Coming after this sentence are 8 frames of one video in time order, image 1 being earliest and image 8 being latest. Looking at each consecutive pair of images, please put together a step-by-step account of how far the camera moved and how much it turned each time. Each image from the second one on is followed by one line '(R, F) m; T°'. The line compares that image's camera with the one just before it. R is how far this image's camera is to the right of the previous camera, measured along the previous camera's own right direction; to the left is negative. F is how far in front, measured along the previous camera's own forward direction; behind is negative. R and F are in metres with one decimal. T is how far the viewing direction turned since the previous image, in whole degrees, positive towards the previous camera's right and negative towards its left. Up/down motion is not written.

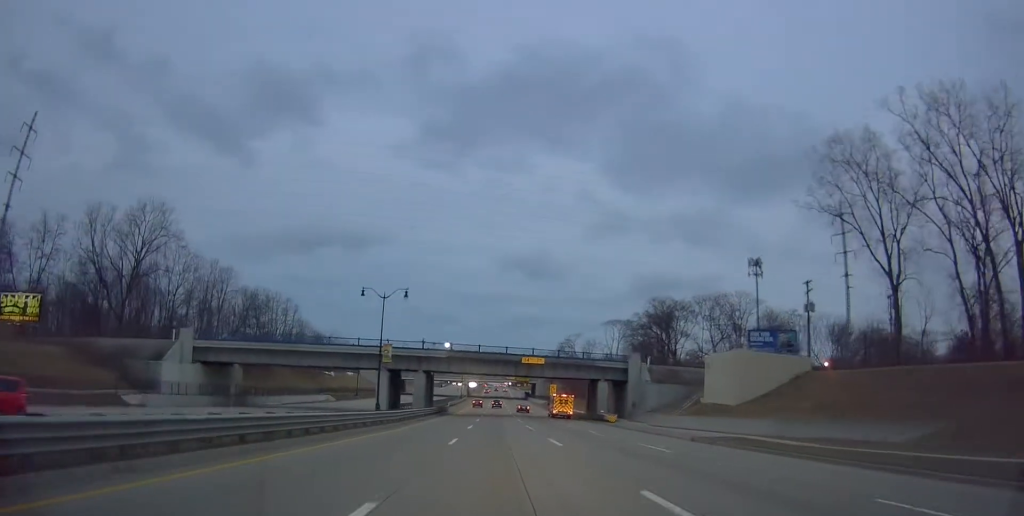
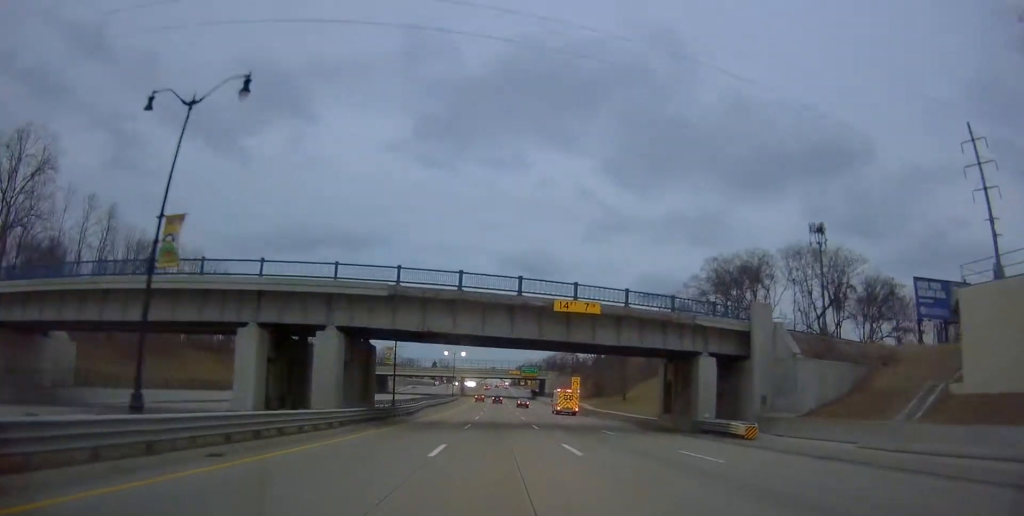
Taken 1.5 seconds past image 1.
(-0.8, +35.5) m; 0°
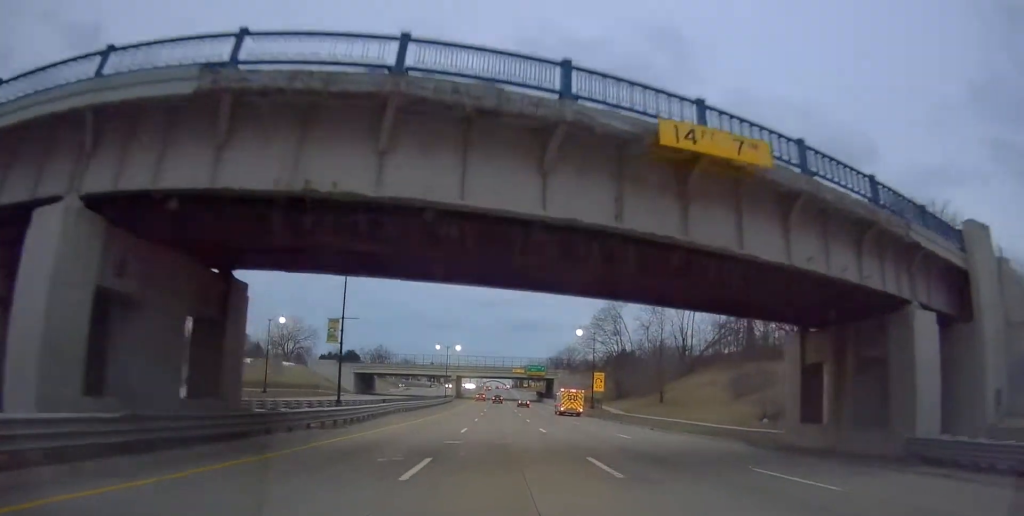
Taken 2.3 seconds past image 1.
(+0.6, +20.2) m; +2°
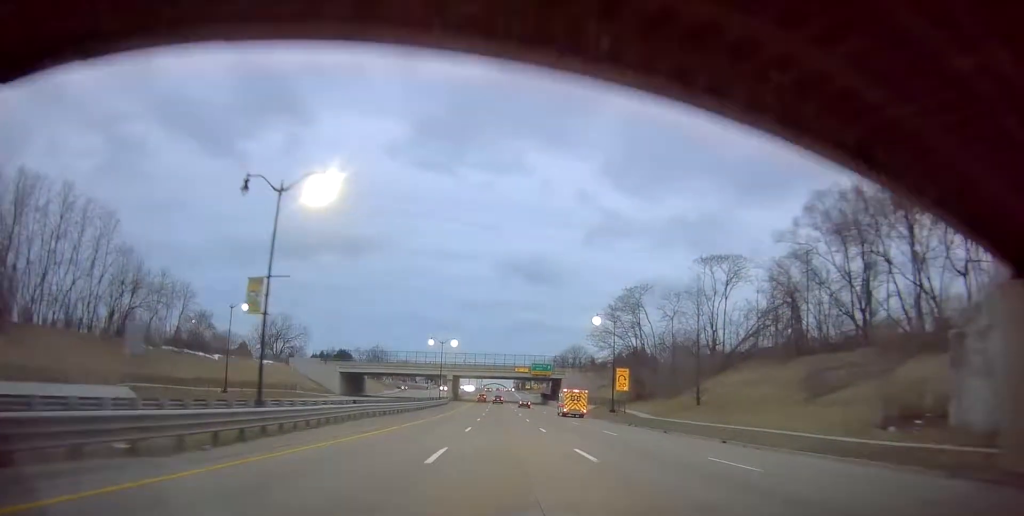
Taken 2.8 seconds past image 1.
(0.0, +12.9) m; 0°
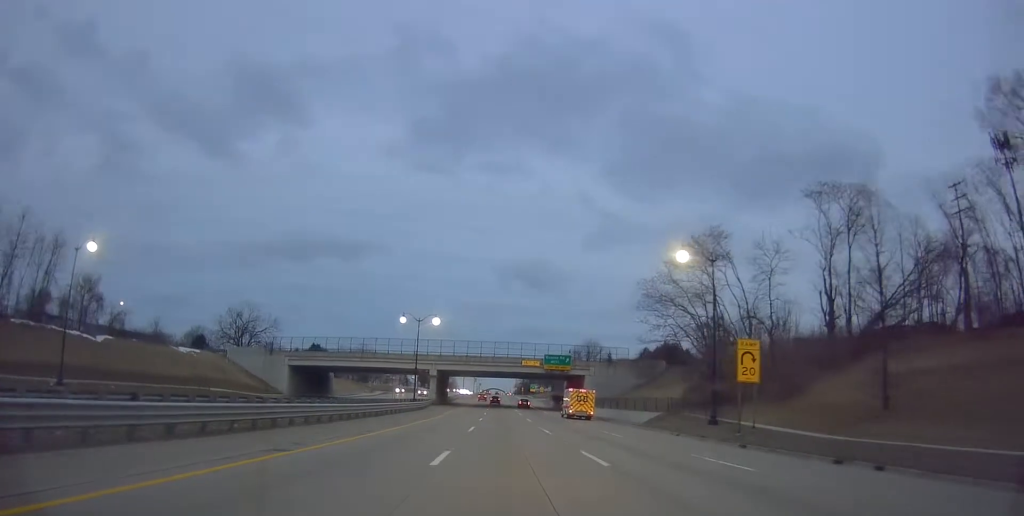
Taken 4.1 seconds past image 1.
(0.0, +29.8) m; -1°
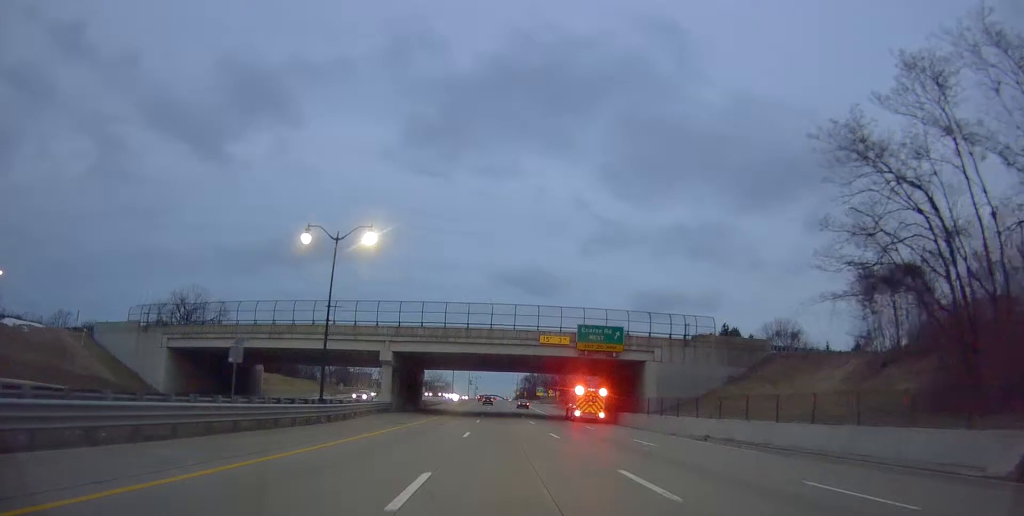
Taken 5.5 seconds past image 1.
(-0.3, +35.4) m; 0°
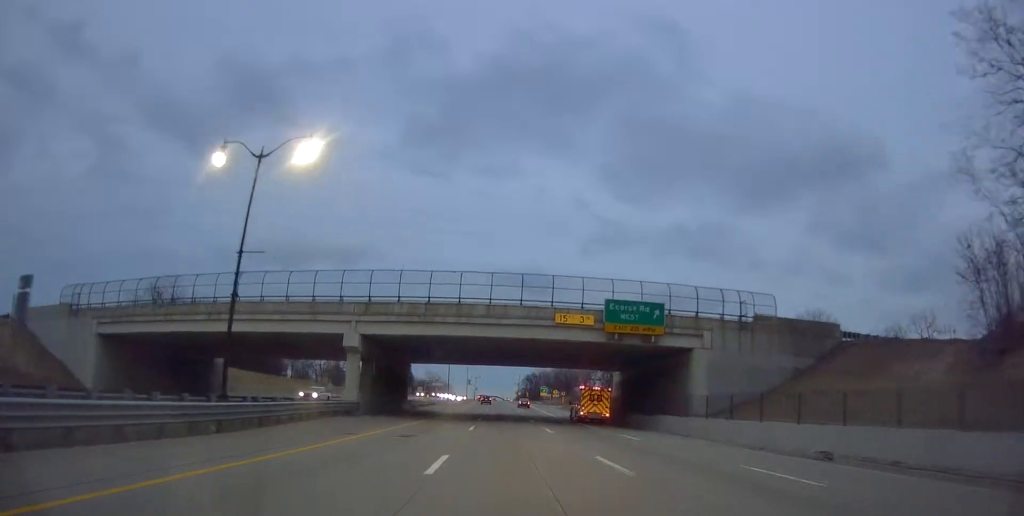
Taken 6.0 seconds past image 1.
(+0.3, +12.2) m; 0°
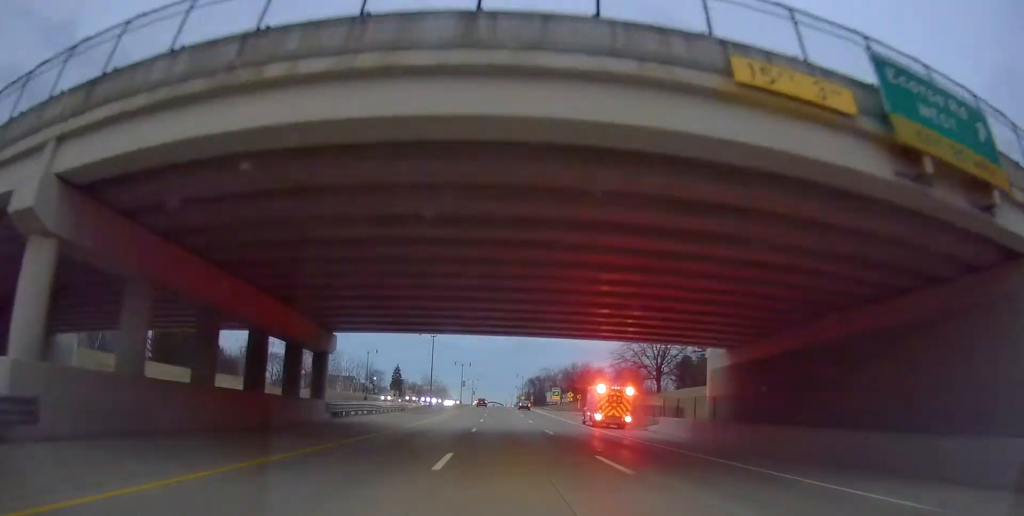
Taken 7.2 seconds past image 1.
(-0.7, +29.1) m; -2°
